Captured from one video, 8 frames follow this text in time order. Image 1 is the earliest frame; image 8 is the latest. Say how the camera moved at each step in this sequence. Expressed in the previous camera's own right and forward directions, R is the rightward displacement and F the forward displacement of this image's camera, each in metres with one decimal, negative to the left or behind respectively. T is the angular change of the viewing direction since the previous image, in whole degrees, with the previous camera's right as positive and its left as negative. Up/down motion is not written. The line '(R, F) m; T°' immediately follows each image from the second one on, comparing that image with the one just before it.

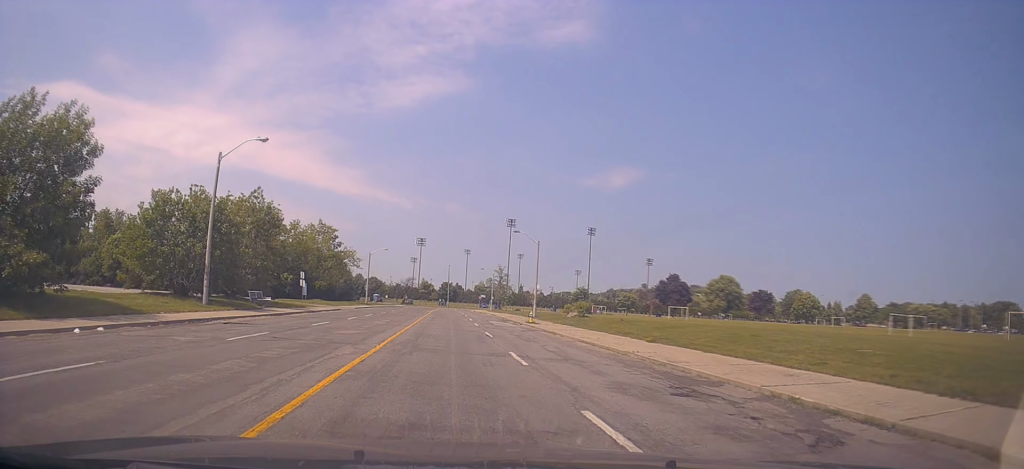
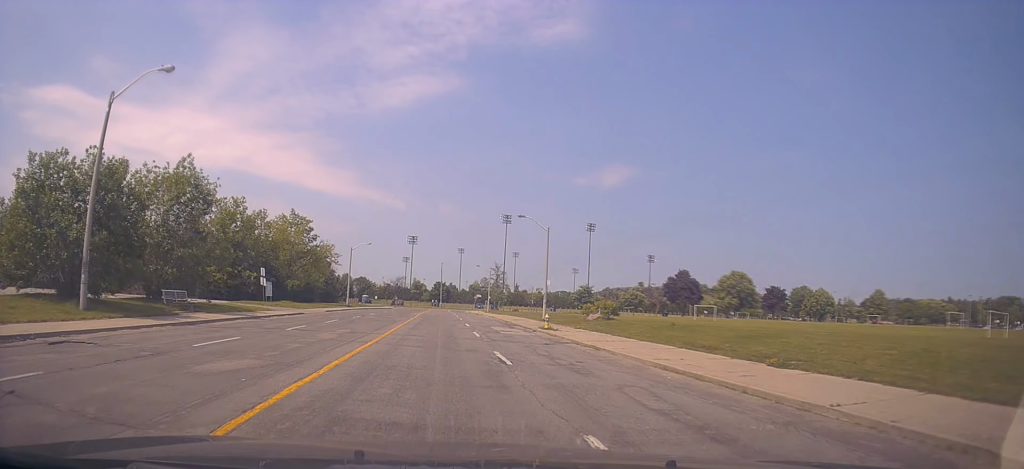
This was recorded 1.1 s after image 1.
(+0.6, +9.3) m; +1°
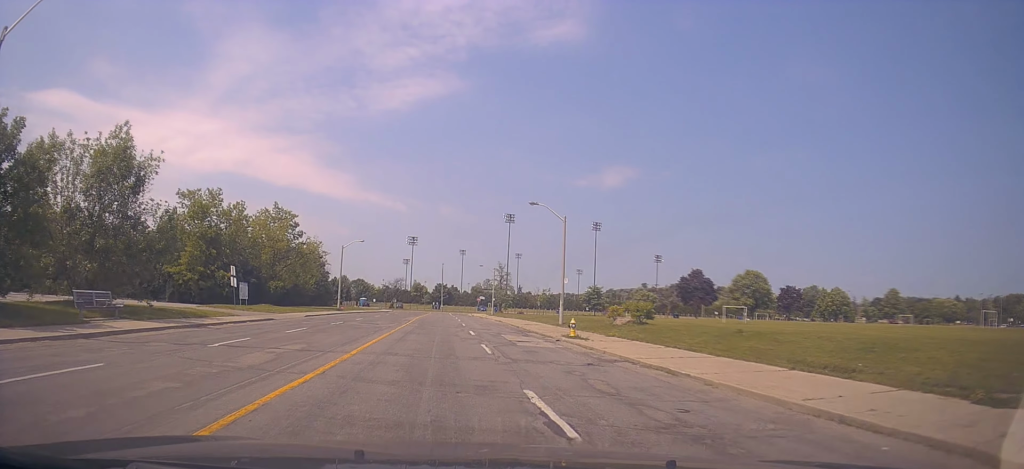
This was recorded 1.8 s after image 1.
(-0.4, +6.5) m; -1°
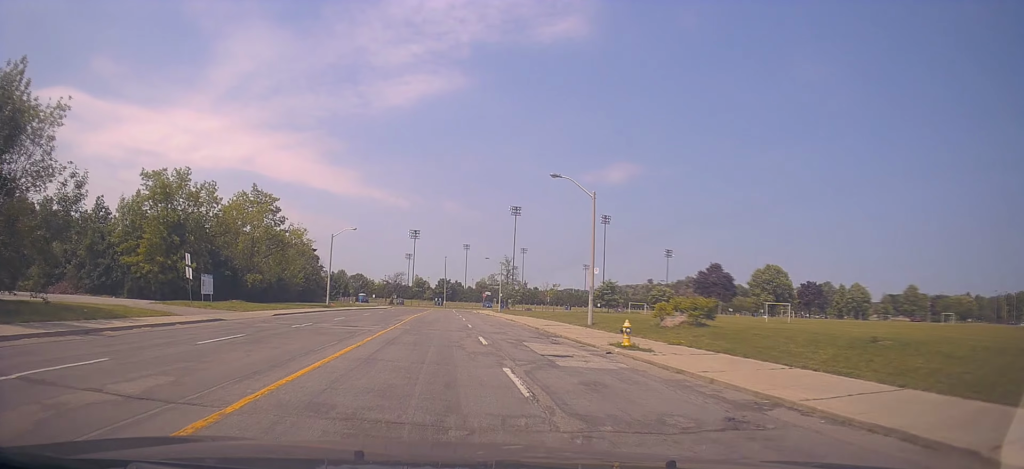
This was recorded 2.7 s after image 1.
(+0.4, +7.4) m; +2°
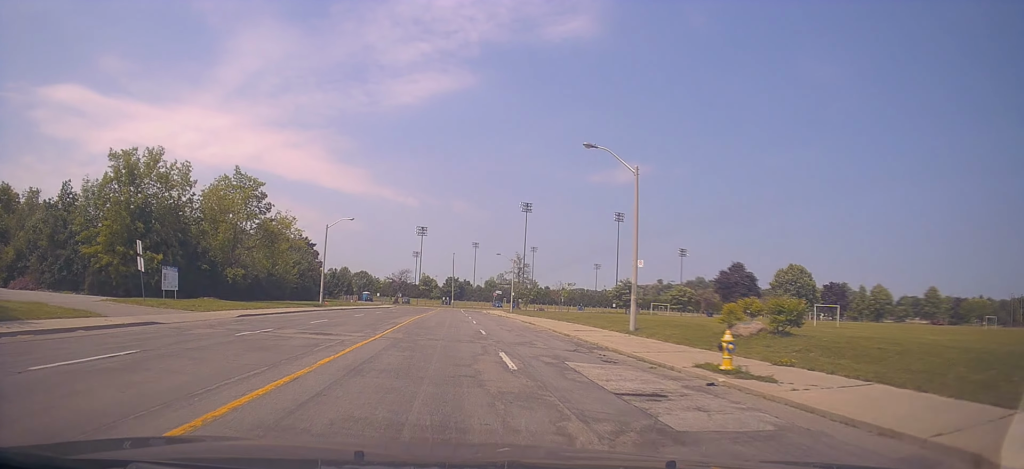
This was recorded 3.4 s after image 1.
(0.0, +6.2) m; 0°
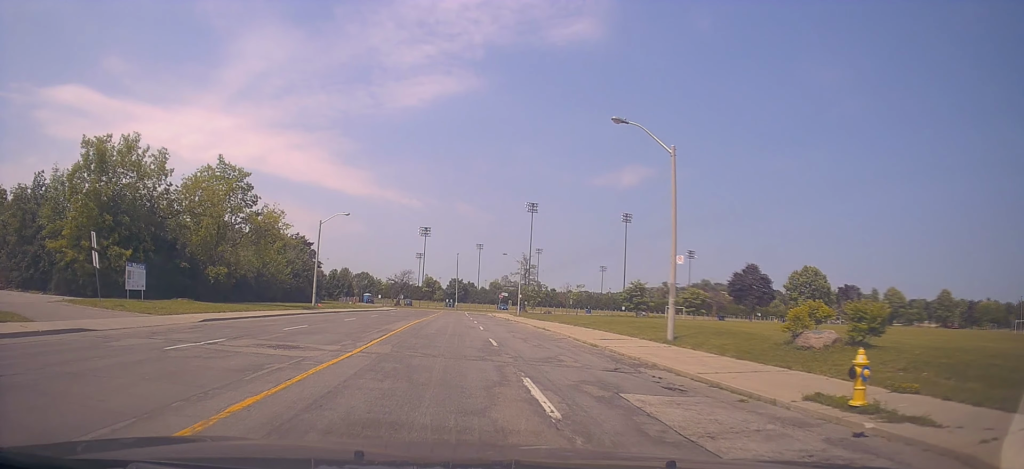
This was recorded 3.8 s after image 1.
(0.0, +4.0) m; 0°
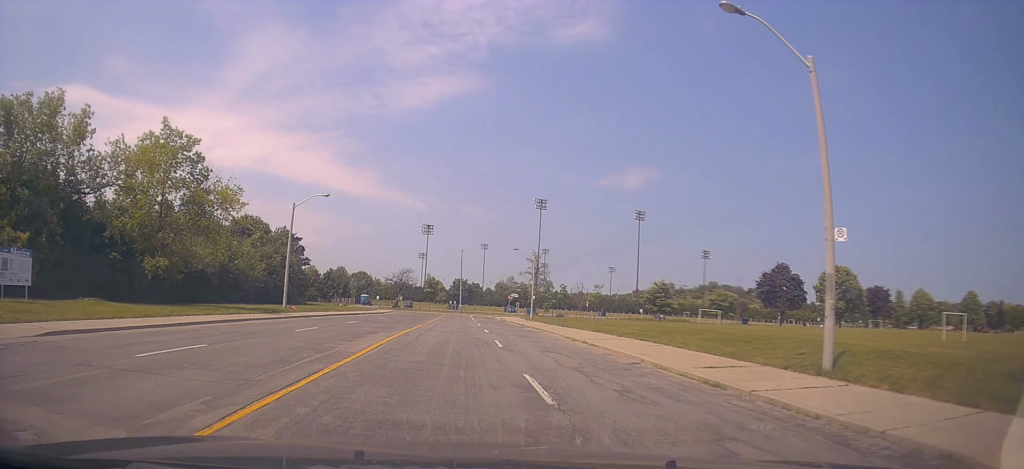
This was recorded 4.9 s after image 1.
(-0.1, +9.6) m; -3°
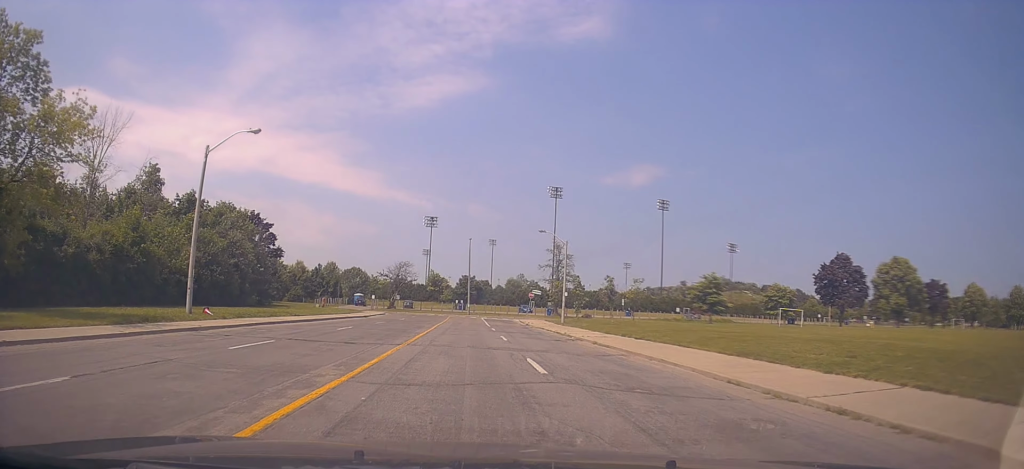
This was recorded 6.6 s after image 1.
(-0.1, +15.4) m; 0°
